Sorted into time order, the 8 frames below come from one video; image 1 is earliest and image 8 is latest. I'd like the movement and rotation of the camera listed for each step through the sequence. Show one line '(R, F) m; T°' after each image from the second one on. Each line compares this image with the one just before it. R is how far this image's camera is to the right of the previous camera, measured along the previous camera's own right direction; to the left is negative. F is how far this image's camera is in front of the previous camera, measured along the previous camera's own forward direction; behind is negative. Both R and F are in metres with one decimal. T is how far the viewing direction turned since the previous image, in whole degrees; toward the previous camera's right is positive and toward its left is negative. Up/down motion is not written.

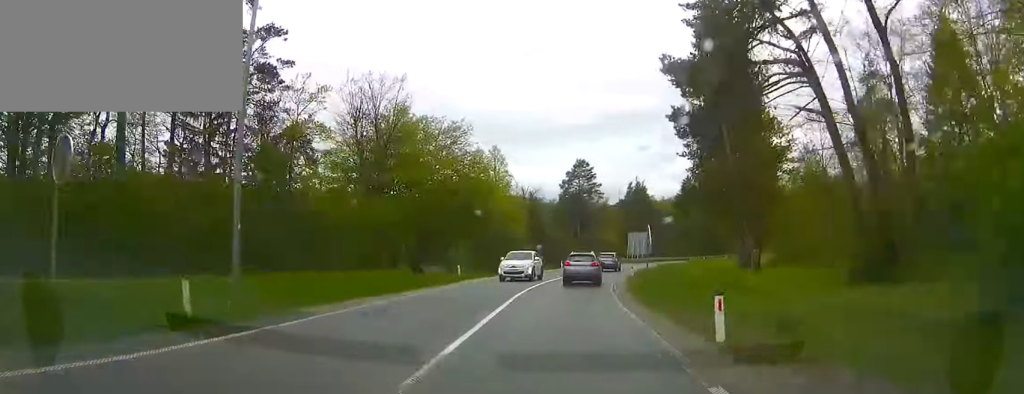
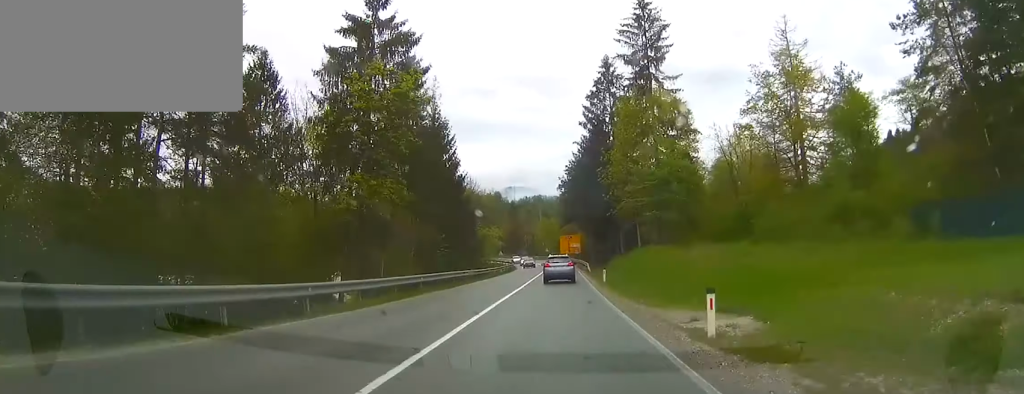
(+23.6, +104.7) m; +21°
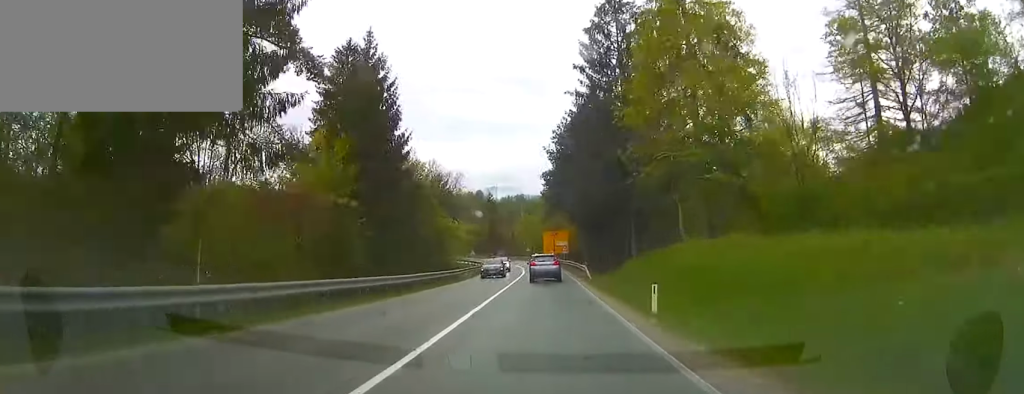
(+0.2, +18.5) m; +1°
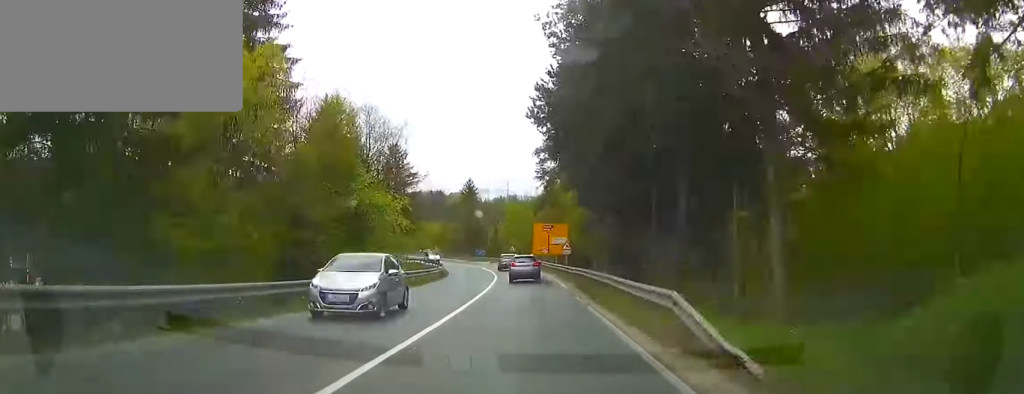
(+0.2, +26.9) m; -1°
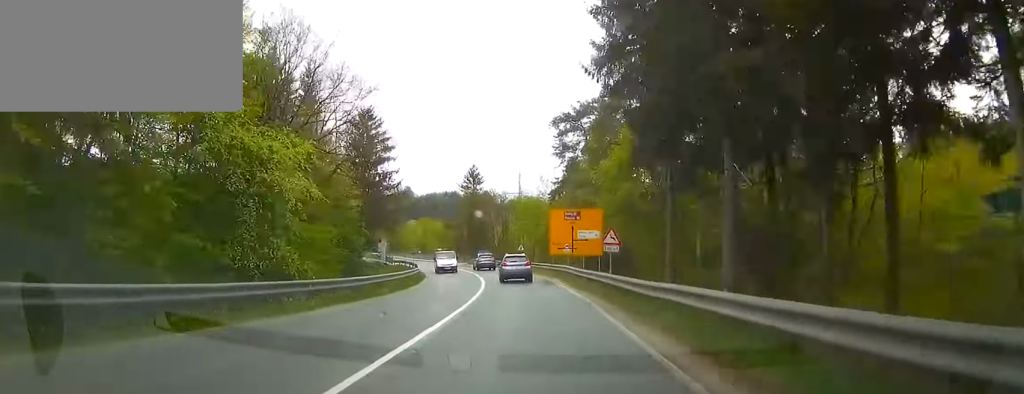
(+0.8, +19.7) m; -3°
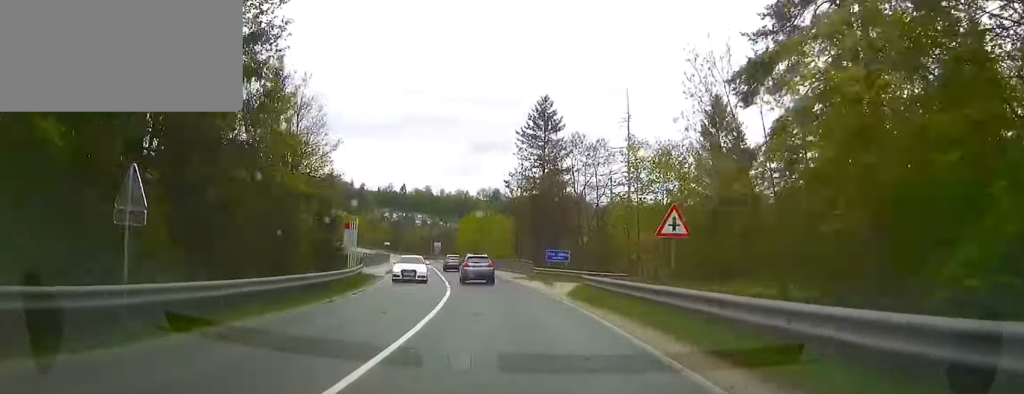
(-4.0, +42.3) m; -8°
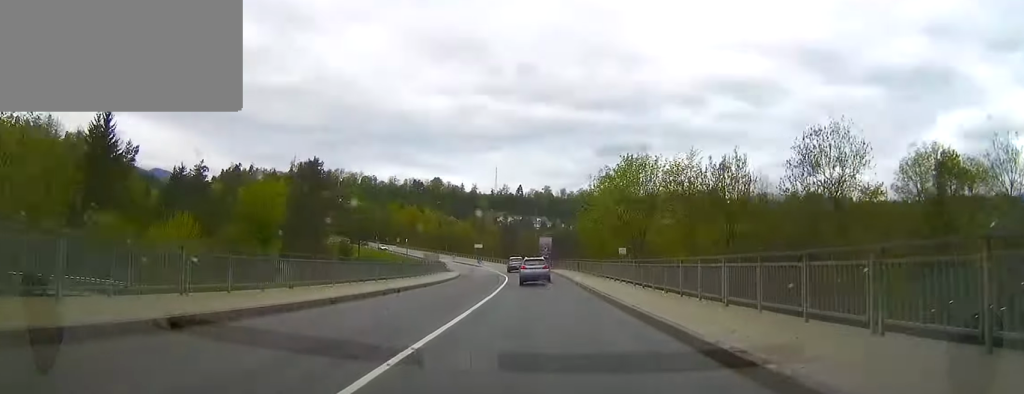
(-2.7, +55.9) m; -7°
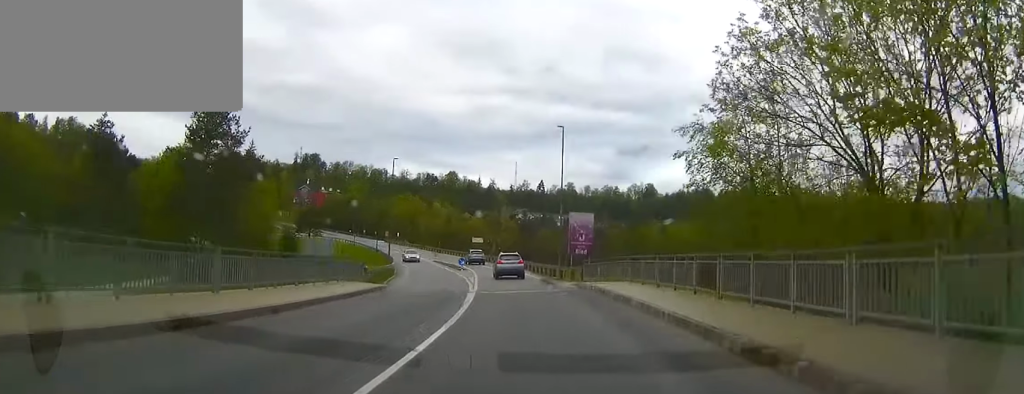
(-1.7, +33.6) m; -7°
